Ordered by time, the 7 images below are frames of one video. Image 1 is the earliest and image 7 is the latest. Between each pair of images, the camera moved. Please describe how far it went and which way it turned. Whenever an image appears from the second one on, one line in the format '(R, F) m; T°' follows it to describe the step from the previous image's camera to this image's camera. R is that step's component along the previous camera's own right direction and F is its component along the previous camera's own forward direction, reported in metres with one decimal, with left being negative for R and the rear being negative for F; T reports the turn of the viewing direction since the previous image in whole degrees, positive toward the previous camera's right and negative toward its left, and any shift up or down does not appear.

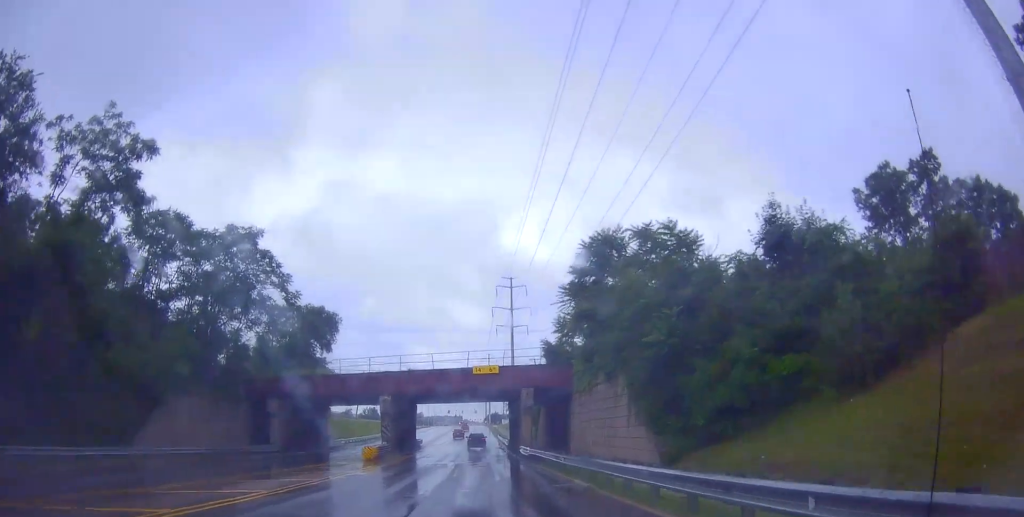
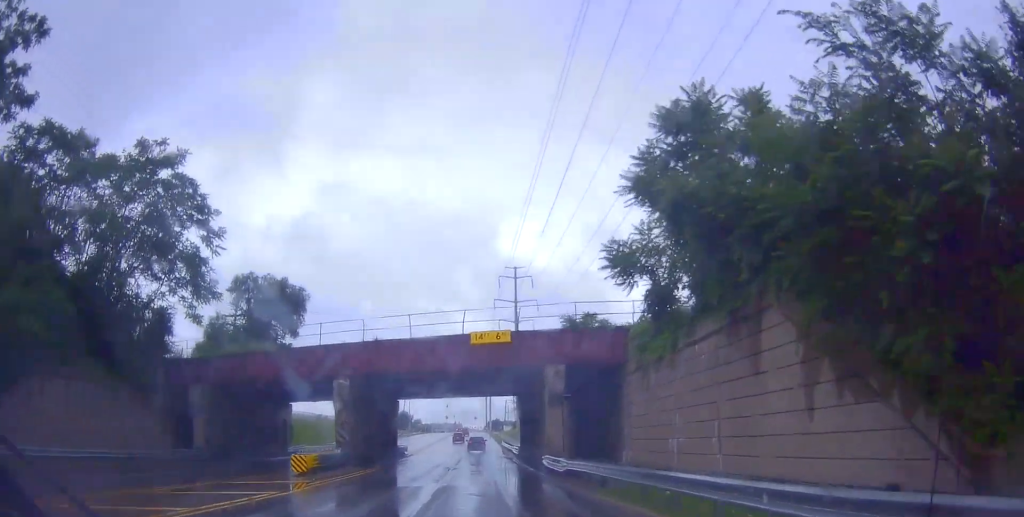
(+0.1, +13.9) m; +1°
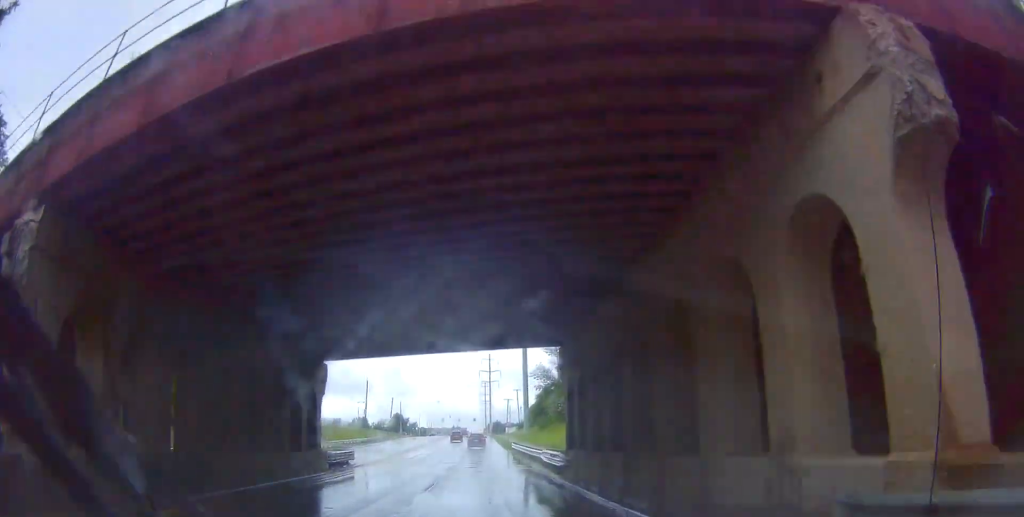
(0.0, +22.1) m; 0°
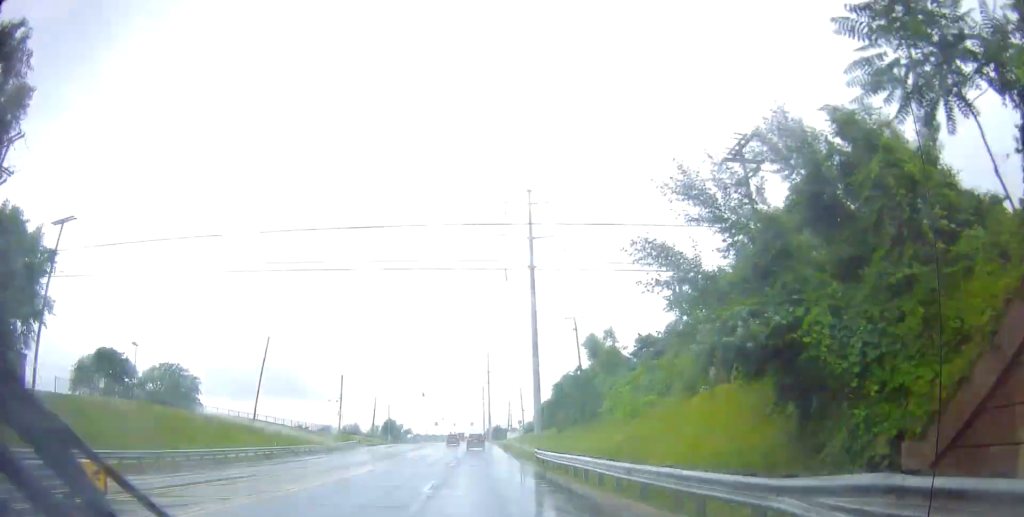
(+0.1, +21.6) m; +1°
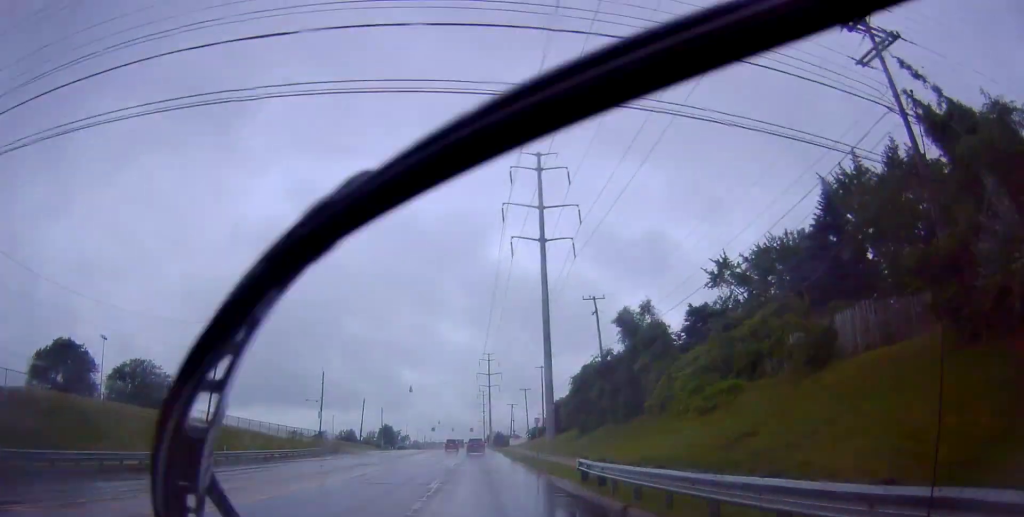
(+0.2, +13.2) m; 0°
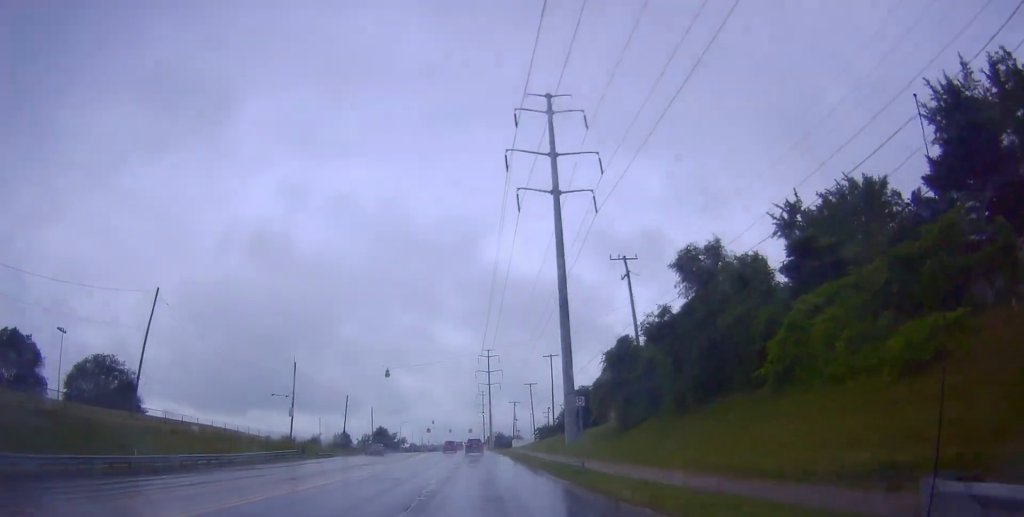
(-0.1, +14.5) m; -1°
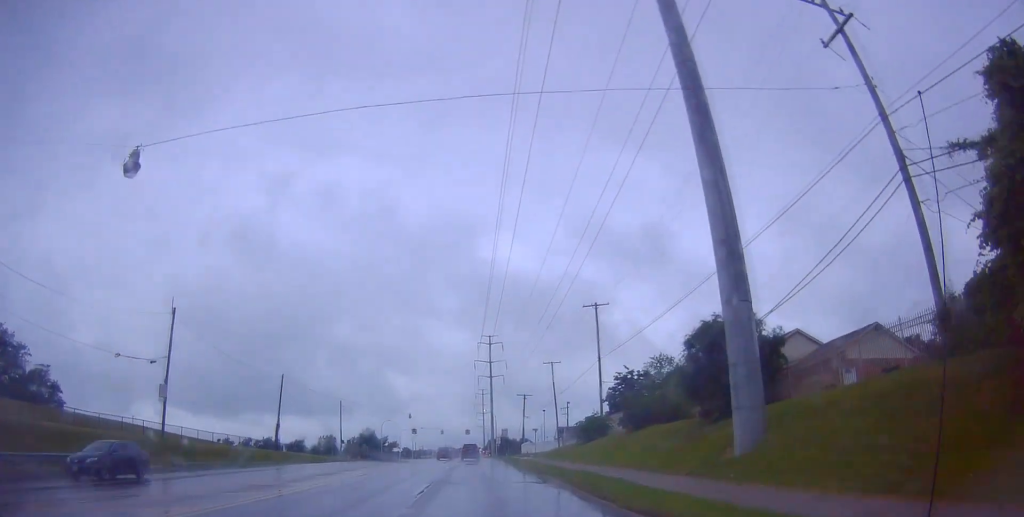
(-0.2, +35.0) m; -1°
